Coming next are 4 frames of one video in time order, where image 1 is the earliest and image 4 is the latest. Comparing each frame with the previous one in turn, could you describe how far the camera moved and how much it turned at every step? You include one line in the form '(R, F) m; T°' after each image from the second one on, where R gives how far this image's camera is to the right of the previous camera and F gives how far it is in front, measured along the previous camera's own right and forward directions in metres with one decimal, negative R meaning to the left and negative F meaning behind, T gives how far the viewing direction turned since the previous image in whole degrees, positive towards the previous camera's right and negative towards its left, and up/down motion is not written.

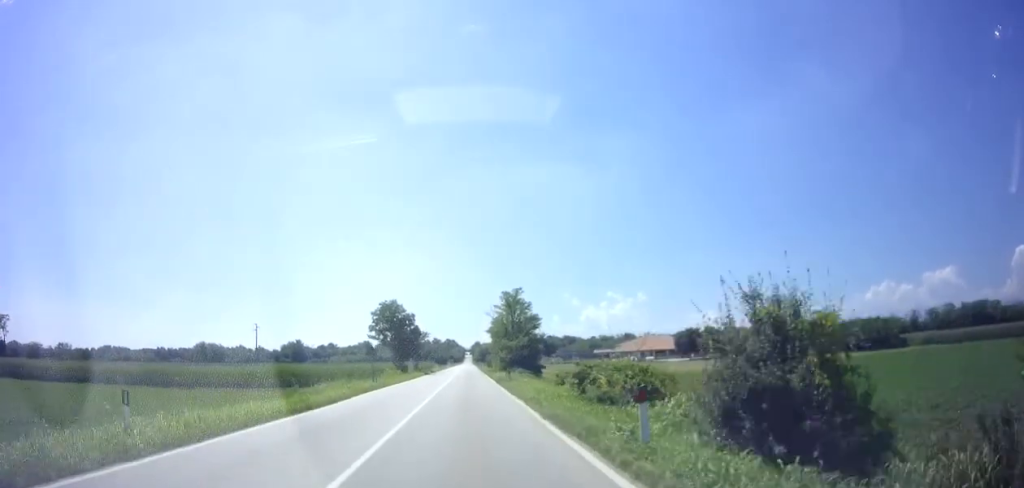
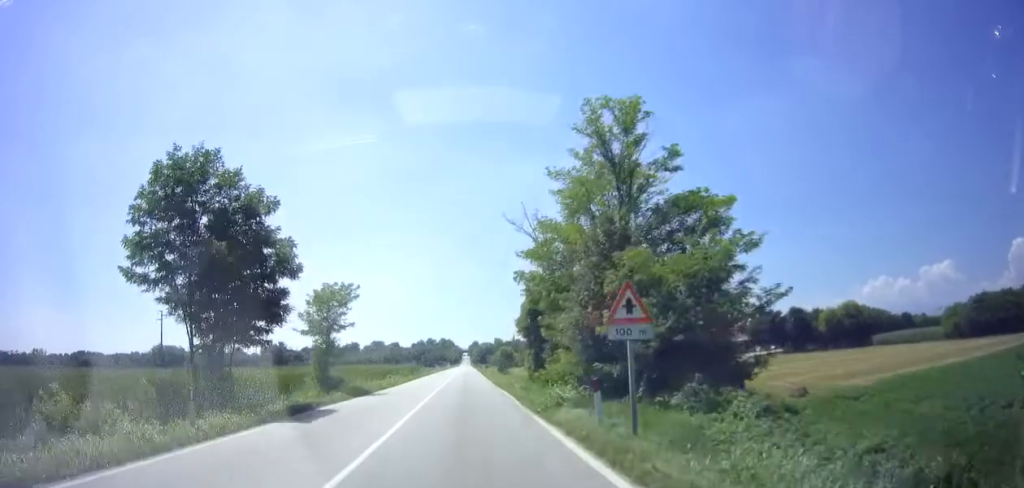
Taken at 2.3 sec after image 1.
(0.0, +47.5) m; -1°
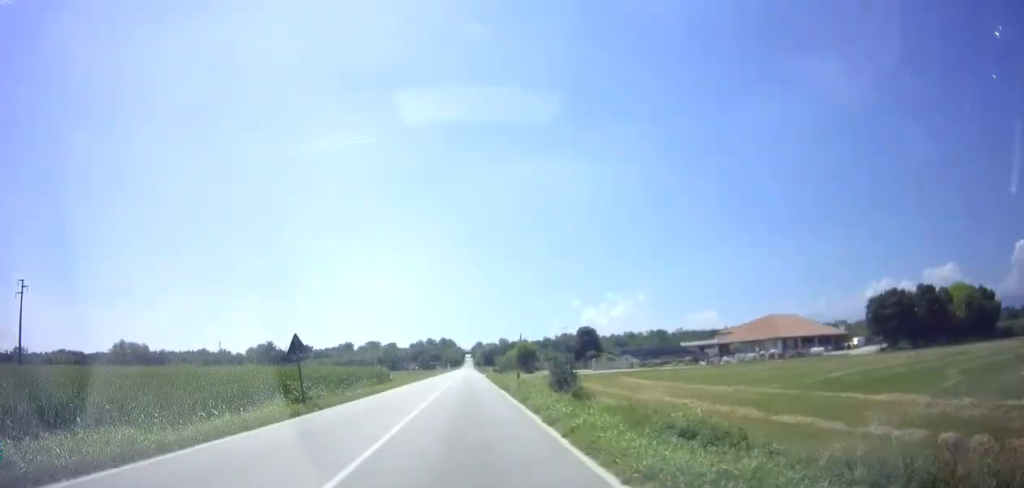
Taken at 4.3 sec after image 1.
(+0.4, +39.9) m; +1°
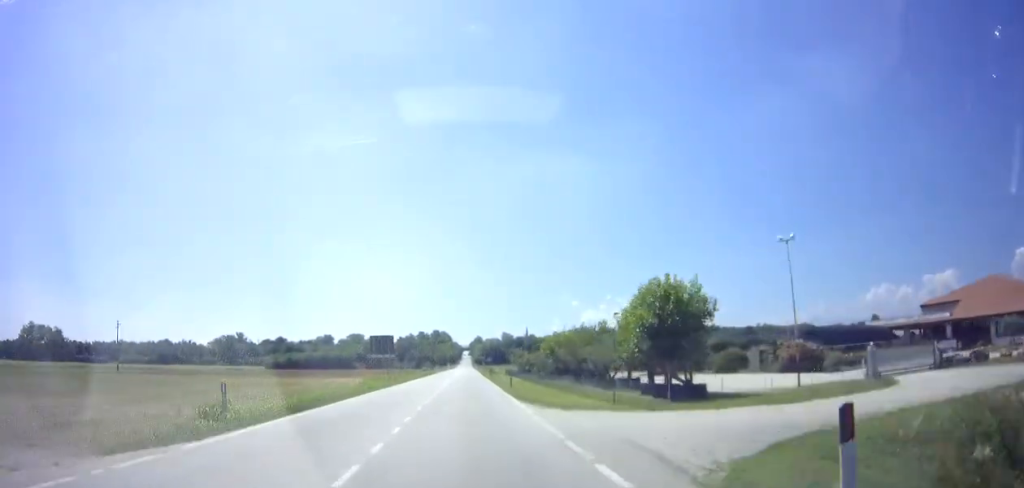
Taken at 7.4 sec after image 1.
(-0.1, +64.0) m; 0°
